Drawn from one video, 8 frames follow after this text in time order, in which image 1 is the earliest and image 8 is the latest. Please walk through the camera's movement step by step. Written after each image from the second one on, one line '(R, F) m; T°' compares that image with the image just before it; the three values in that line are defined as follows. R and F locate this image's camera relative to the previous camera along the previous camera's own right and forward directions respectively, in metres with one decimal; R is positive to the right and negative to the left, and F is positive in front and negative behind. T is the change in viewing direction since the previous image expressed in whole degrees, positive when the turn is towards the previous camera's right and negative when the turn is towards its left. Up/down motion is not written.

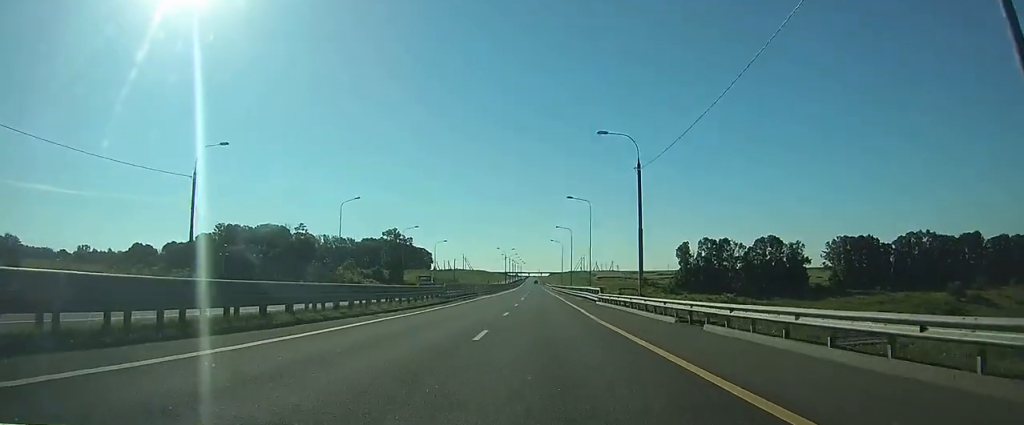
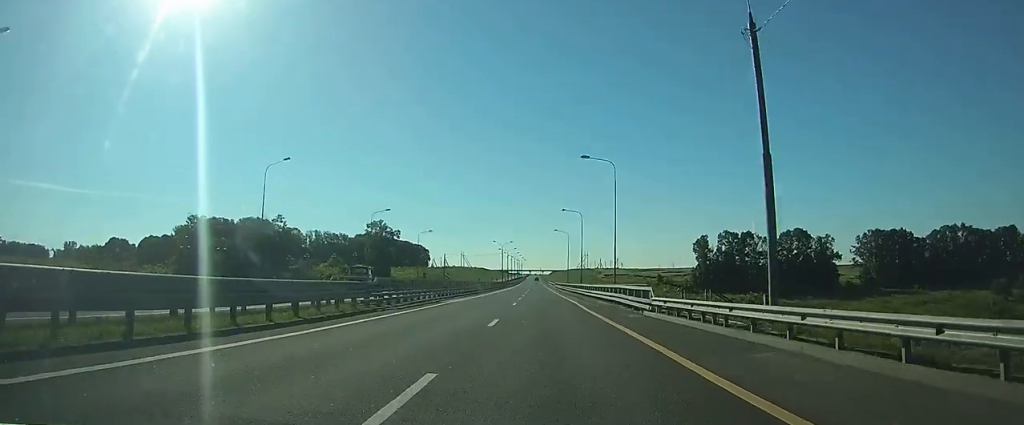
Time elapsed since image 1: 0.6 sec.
(0.0, +20.3) m; 0°
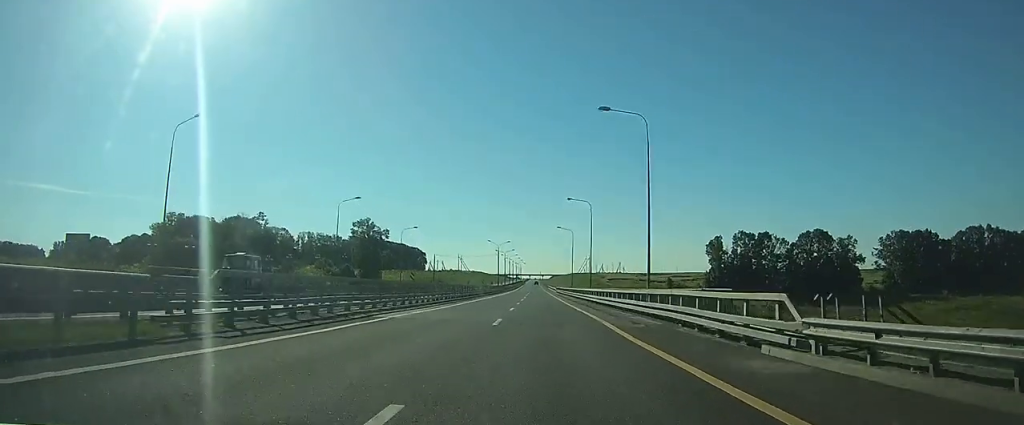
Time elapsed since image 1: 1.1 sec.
(0.0, +13.9) m; 0°
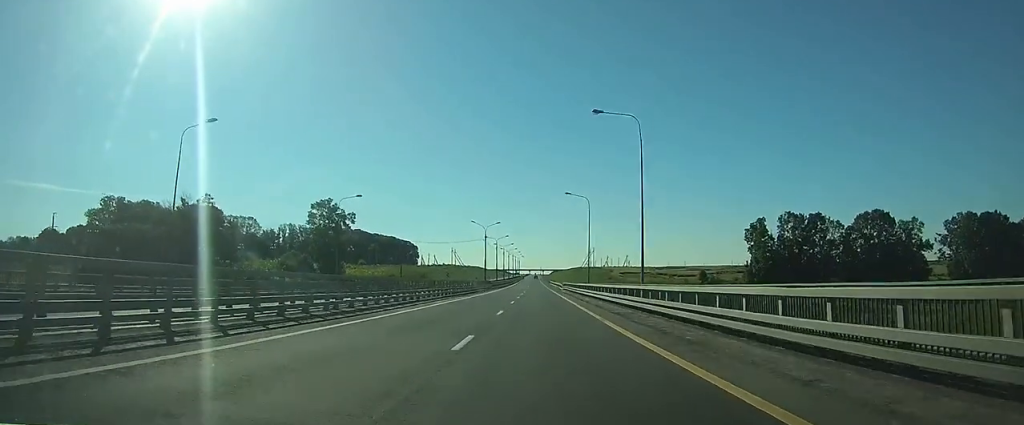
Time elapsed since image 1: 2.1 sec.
(0.0, +31.9) m; 0°
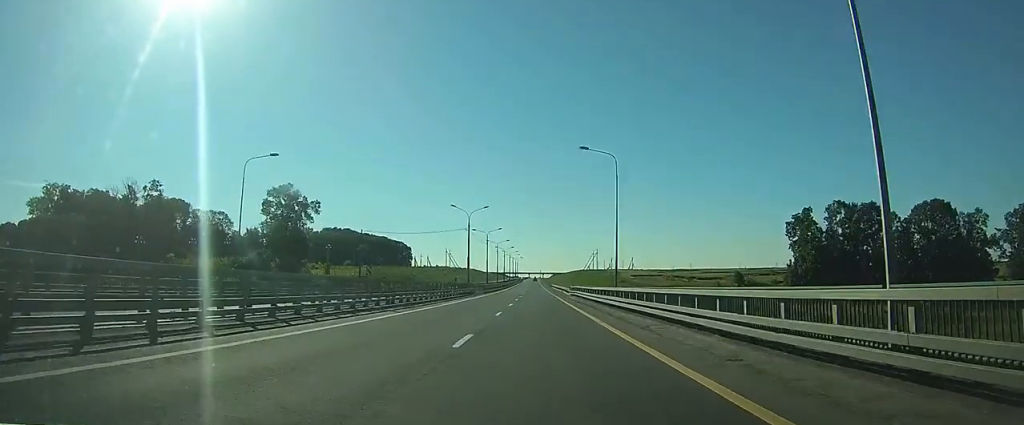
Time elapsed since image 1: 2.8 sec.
(0.0, +23.3) m; 0°
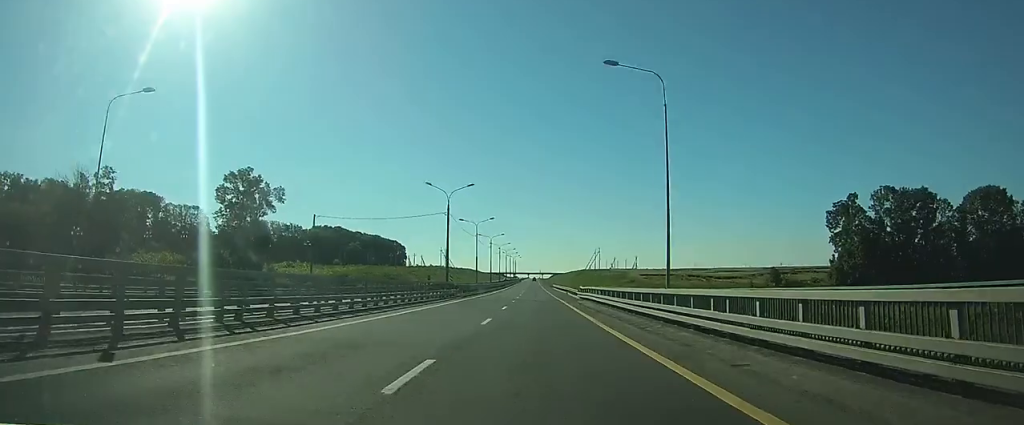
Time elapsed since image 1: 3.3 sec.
(0.0, +16.9) m; 0°
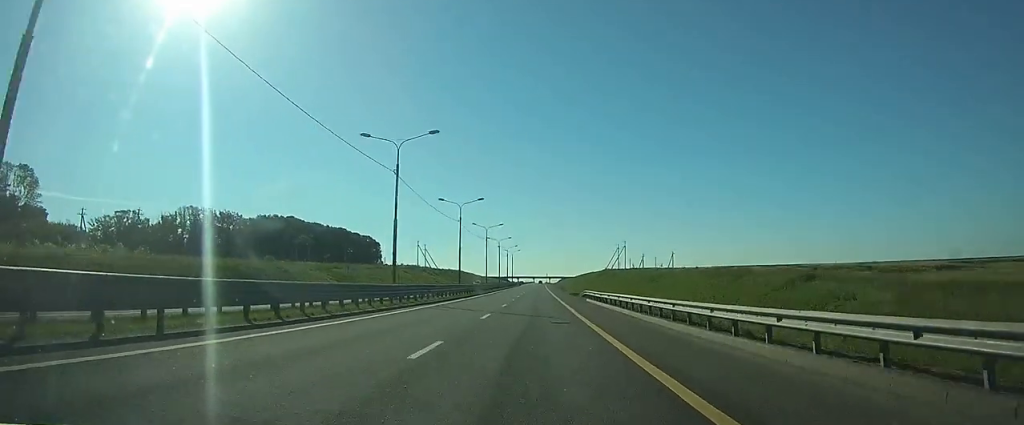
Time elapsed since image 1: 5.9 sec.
(-0.1, +80.7) m; 0°
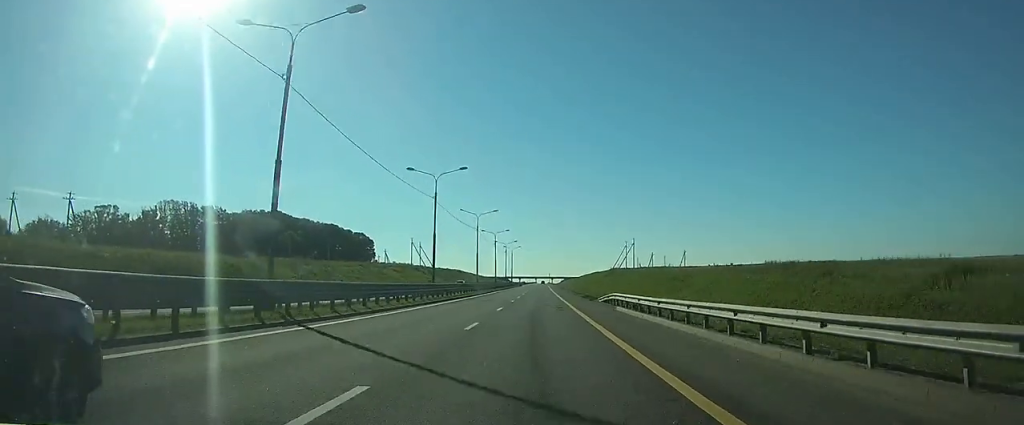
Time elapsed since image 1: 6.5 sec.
(0.0, +17.7) m; 0°
